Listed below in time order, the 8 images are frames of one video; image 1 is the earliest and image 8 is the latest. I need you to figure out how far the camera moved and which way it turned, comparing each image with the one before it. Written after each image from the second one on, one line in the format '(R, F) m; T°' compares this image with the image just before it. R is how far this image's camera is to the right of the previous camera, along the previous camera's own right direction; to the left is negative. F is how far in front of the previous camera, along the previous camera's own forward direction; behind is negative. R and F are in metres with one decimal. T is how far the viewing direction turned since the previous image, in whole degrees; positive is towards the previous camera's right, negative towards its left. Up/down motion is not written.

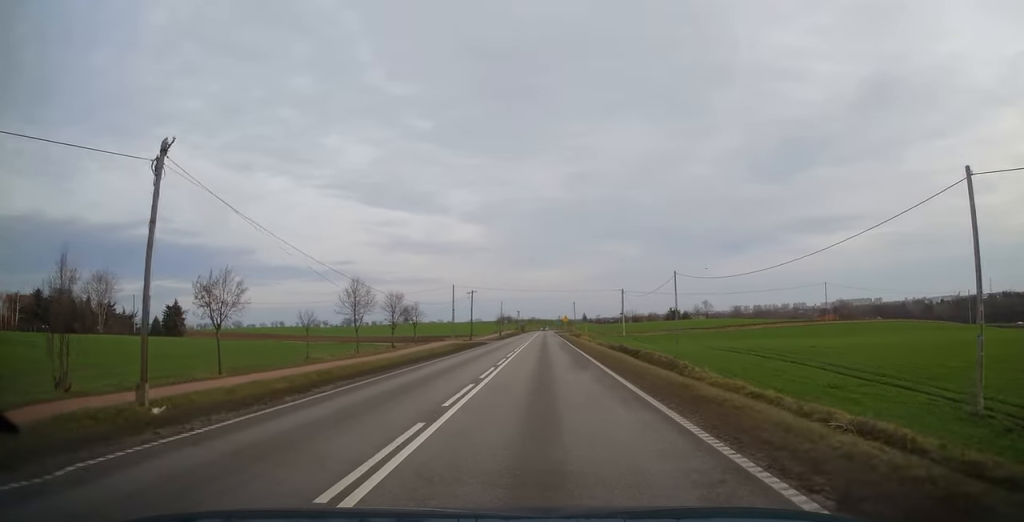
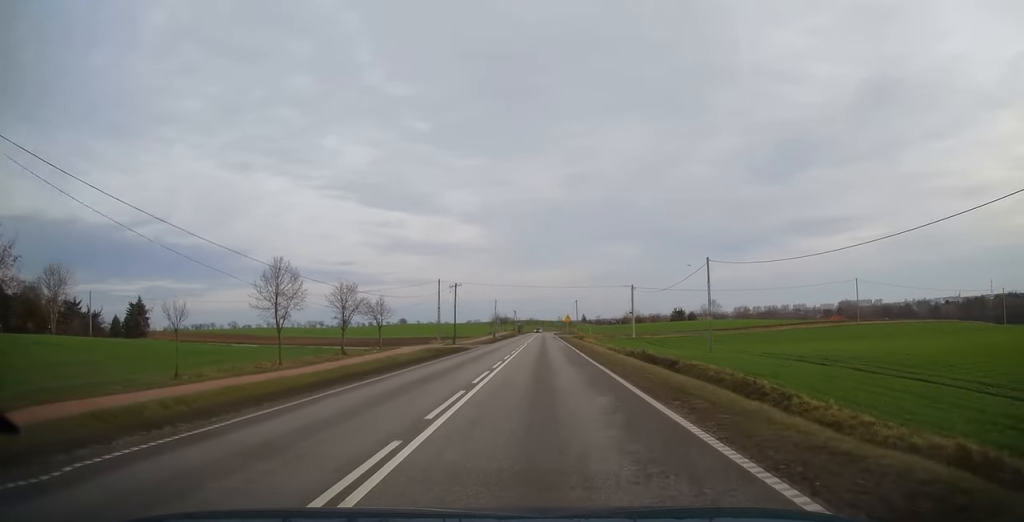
(0.0, +13.4) m; 0°
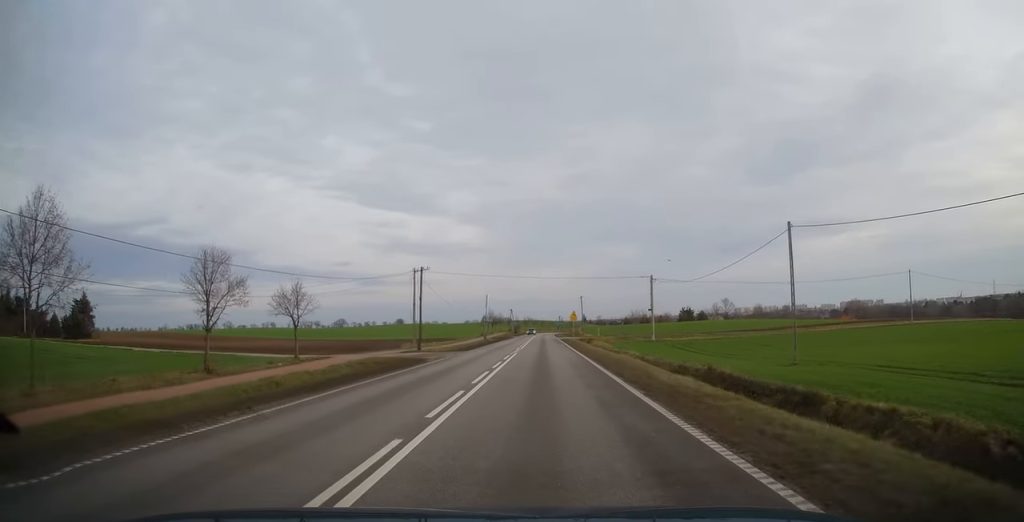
(+0.1, +17.6) m; 0°
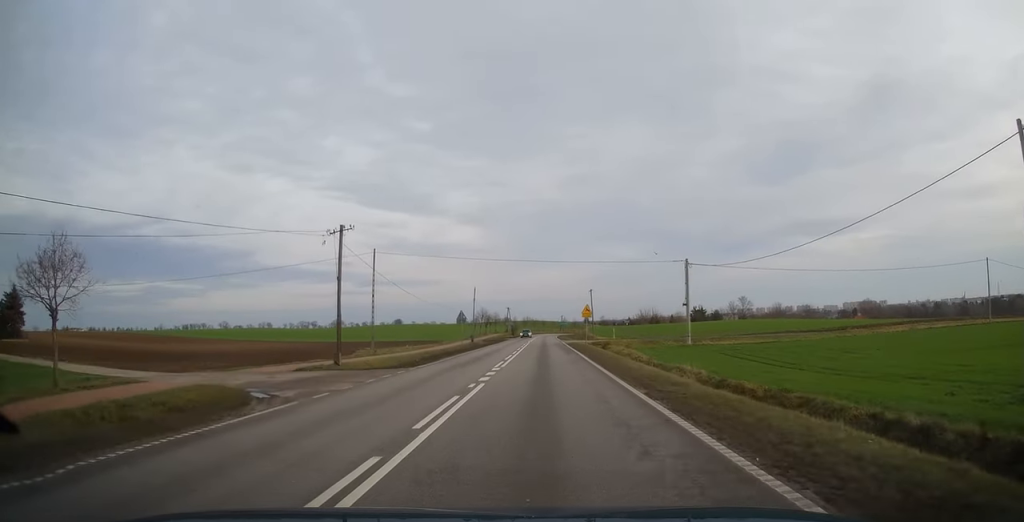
(-0.1, +18.9) m; 0°
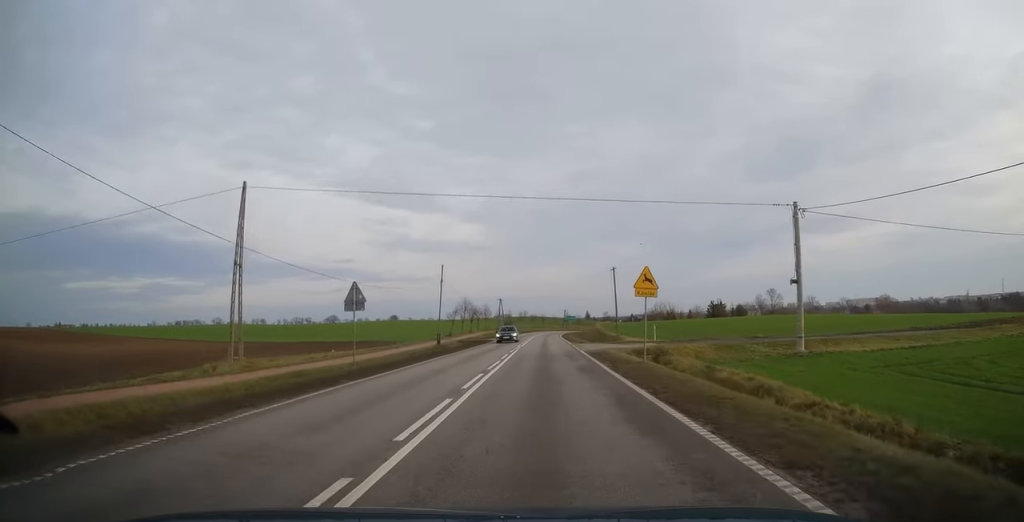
(-0.1, +26.6) m; 0°
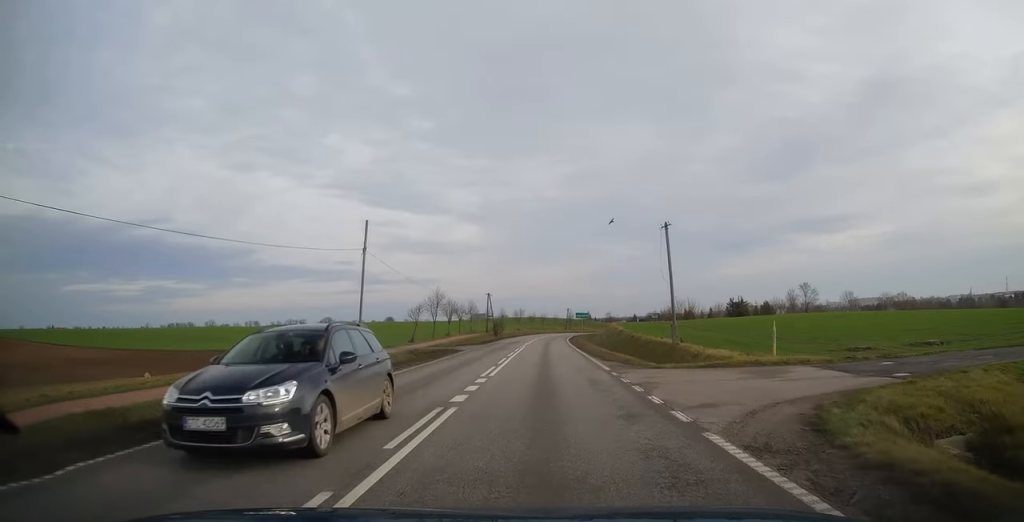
(+0.2, +24.5) m; 0°
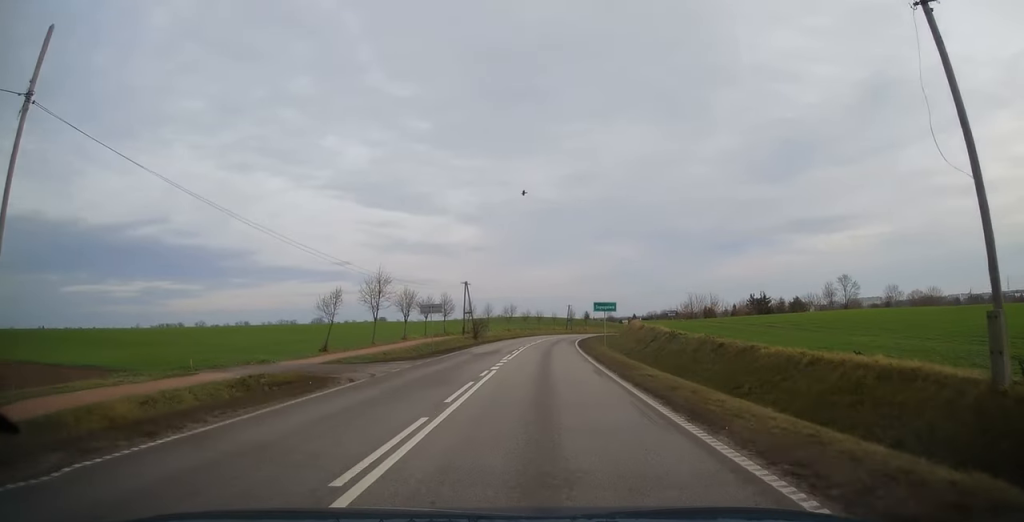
(0.0, +24.1) m; 0°
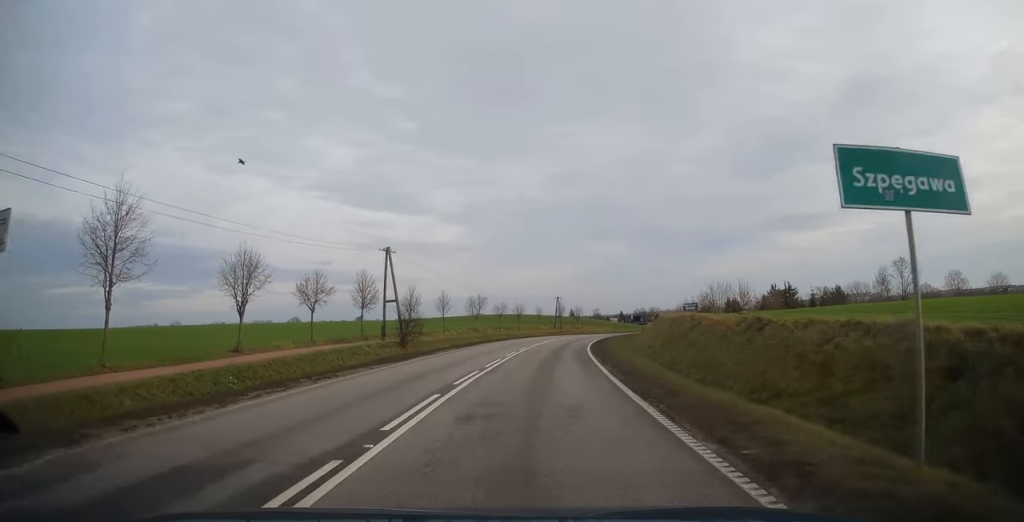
(-0.1, +30.2) m; 0°
